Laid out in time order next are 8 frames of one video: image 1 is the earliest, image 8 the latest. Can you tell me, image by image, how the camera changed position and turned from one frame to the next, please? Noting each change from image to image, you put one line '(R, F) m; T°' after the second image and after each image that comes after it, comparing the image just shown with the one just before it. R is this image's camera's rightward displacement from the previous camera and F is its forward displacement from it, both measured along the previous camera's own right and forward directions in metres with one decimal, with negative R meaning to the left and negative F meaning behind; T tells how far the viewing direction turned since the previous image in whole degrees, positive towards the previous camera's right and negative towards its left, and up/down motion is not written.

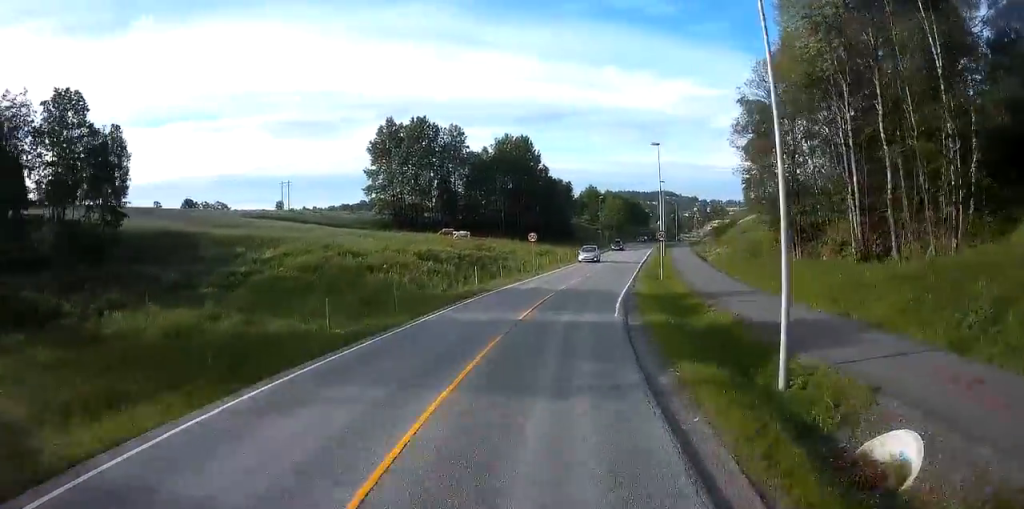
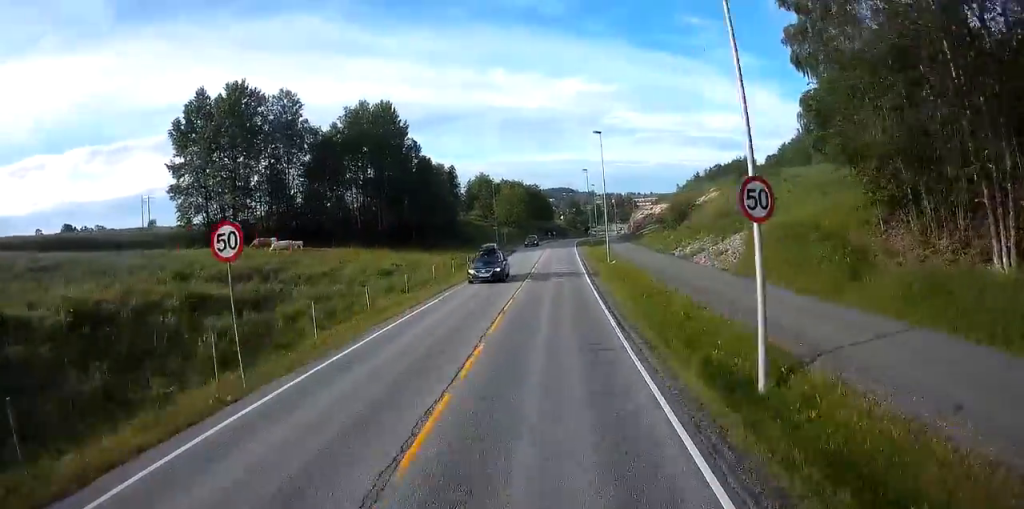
(+2.1, +32.1) m; +8°
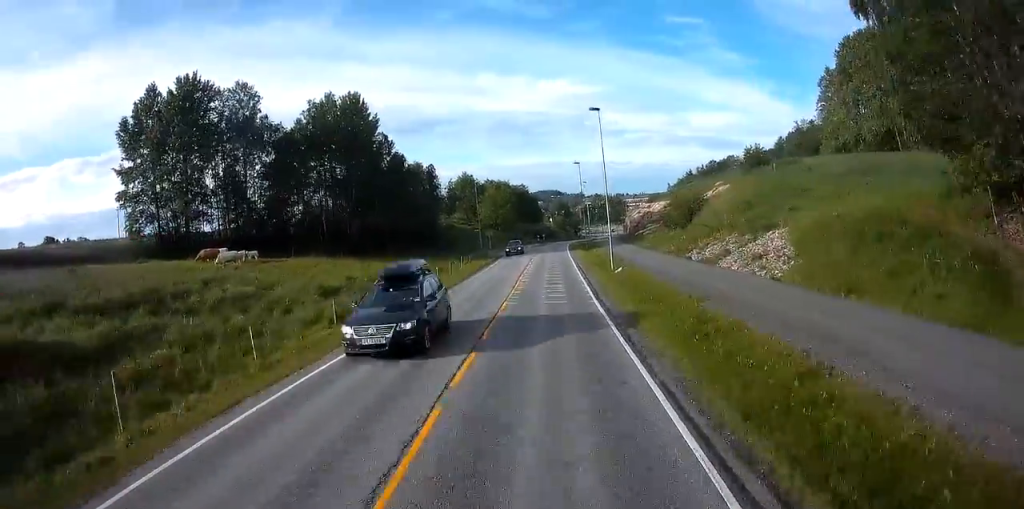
(+0.2, +8.4) m; +2°
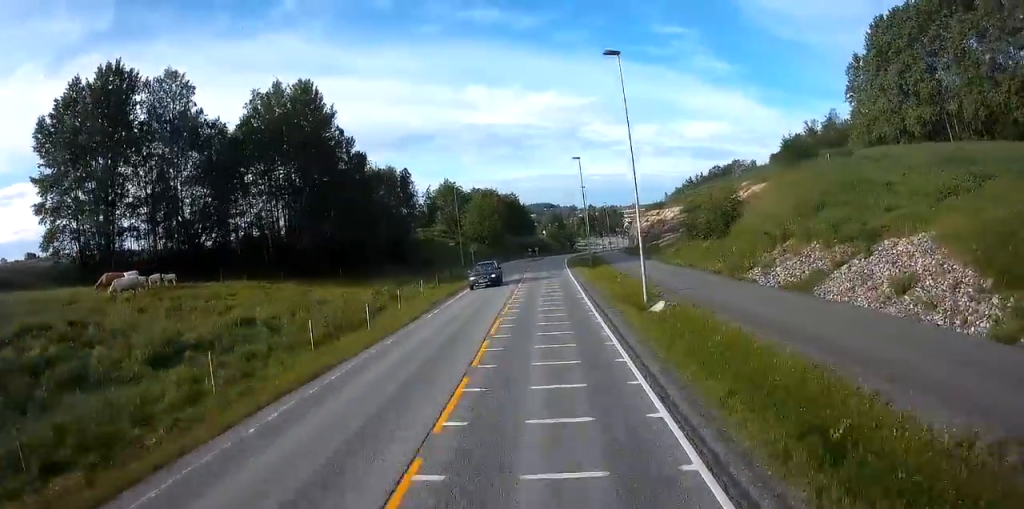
(+0.2, +13.2) m; +2°
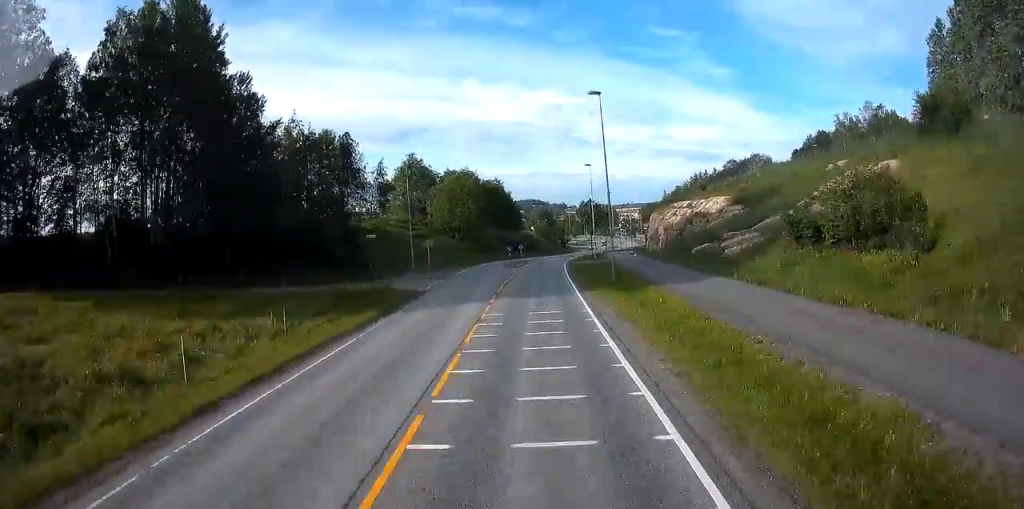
(+0.7, +23.2) m; +3°
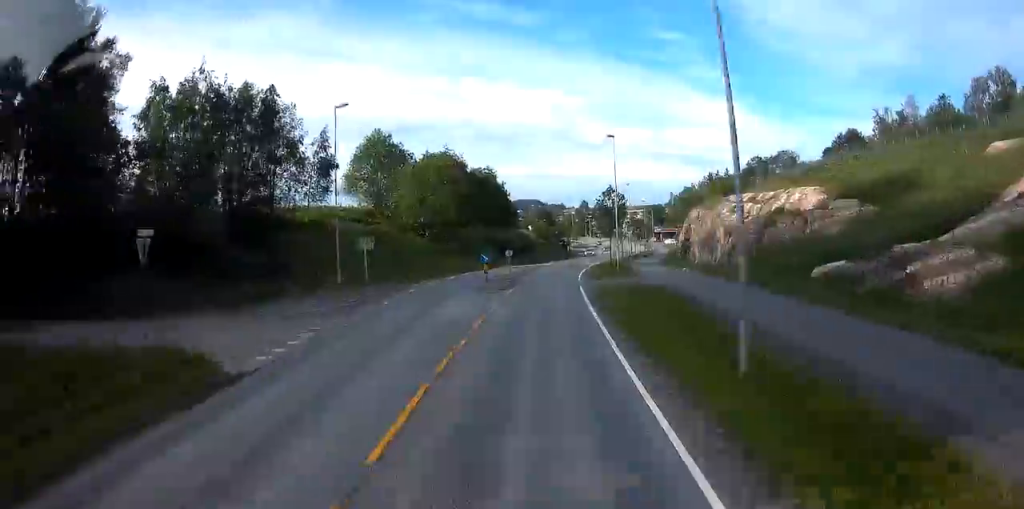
(+0.2, +19.0) m; +1°
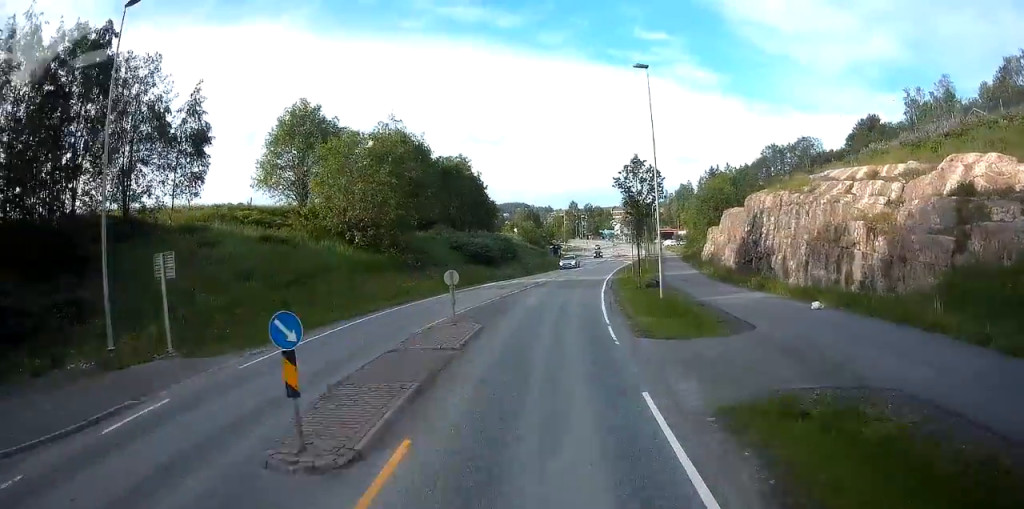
(+0.1, +18.8) m; +1°
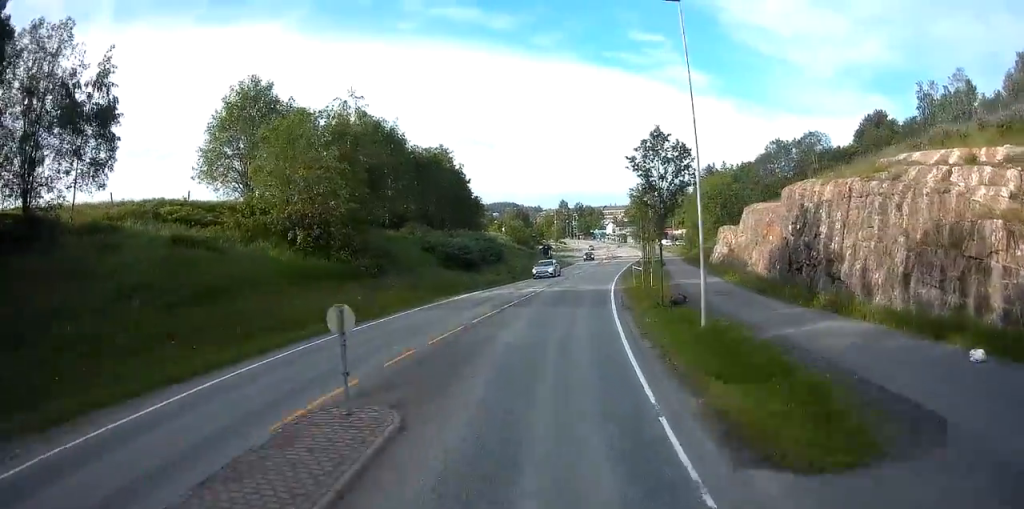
(0.0, +8.0) m; +1°
